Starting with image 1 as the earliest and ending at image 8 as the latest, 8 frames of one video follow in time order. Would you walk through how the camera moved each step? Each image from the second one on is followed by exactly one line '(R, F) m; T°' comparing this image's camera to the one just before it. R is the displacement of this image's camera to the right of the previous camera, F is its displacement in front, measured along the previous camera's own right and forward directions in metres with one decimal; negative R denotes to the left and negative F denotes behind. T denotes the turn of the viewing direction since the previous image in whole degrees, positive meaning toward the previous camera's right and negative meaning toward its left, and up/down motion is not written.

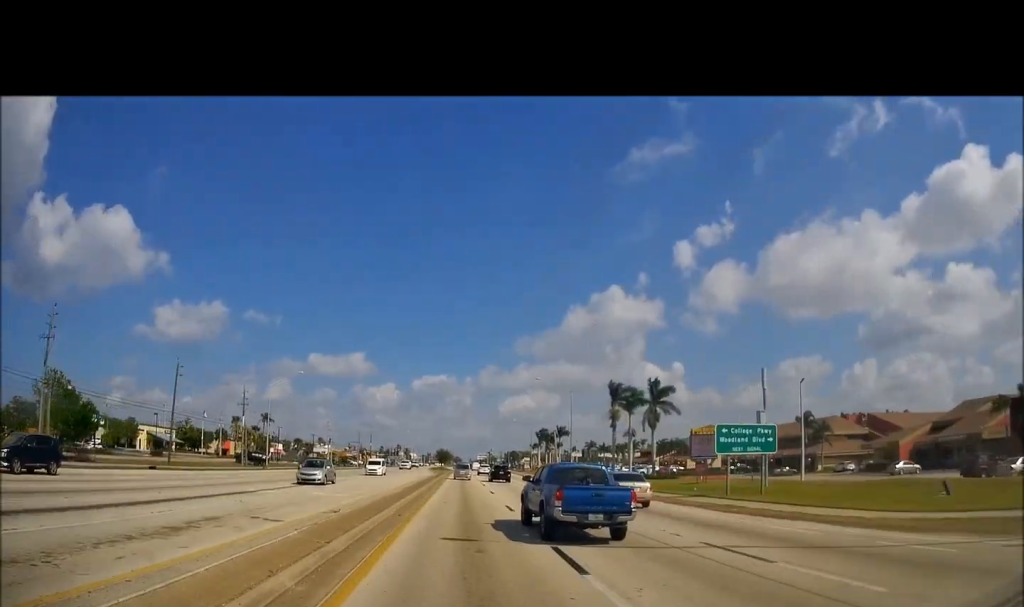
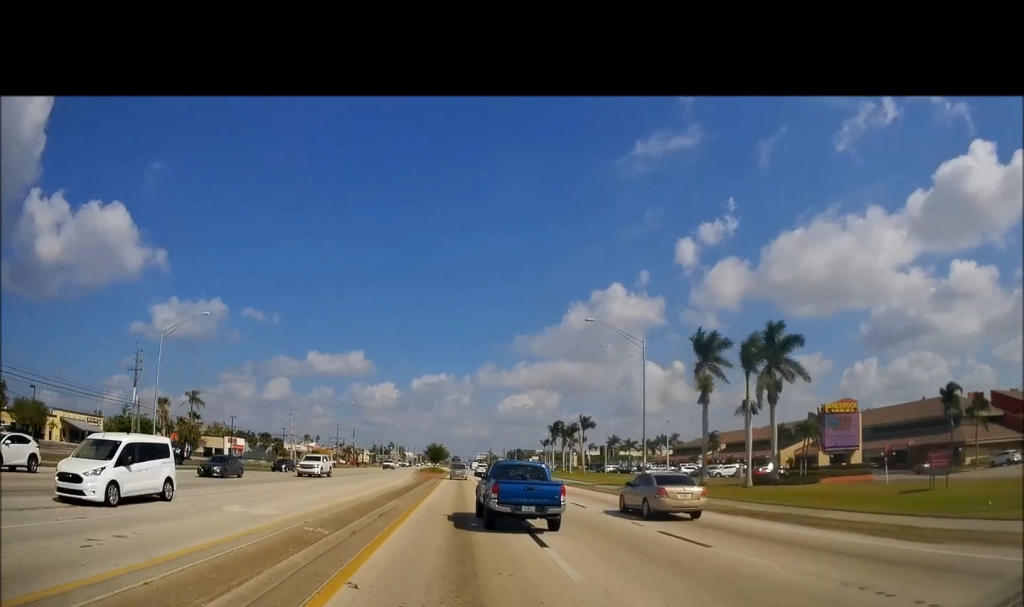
(+0.2, +32.7) m; 0°
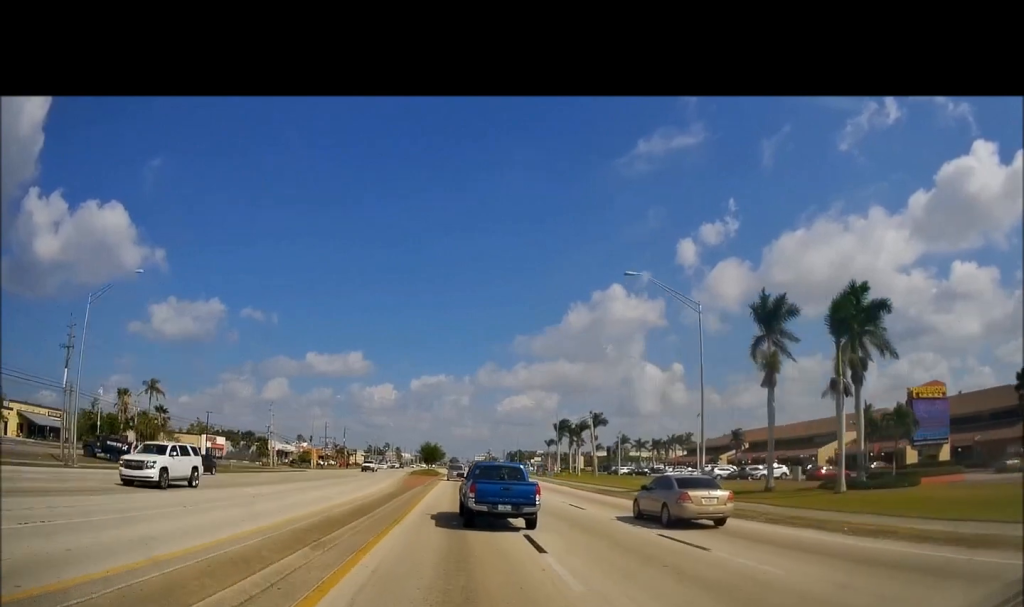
(-0.3, +12.3) m; 0°
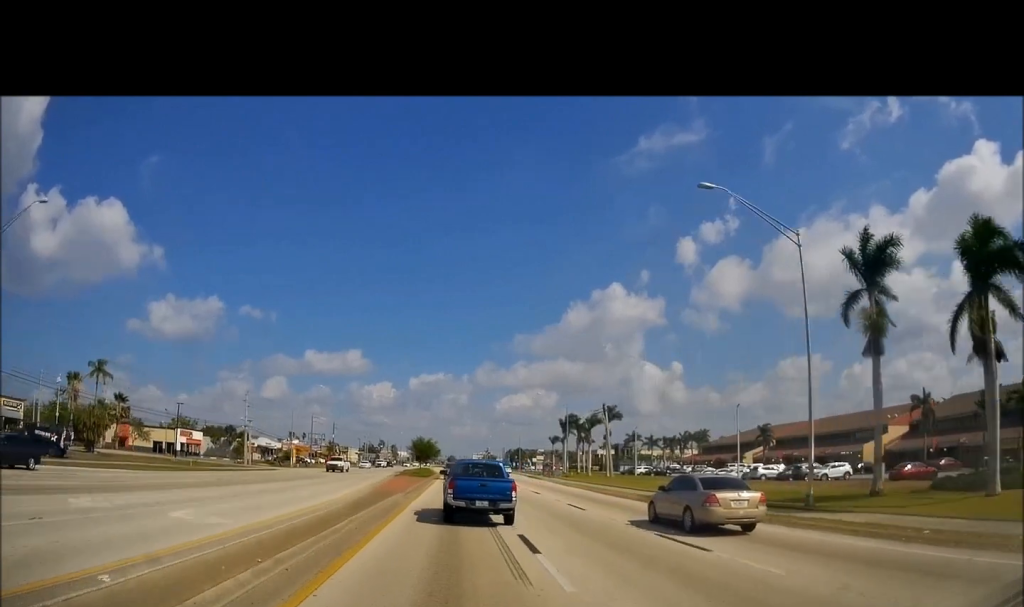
(+0.2, +12.2) m; +1°
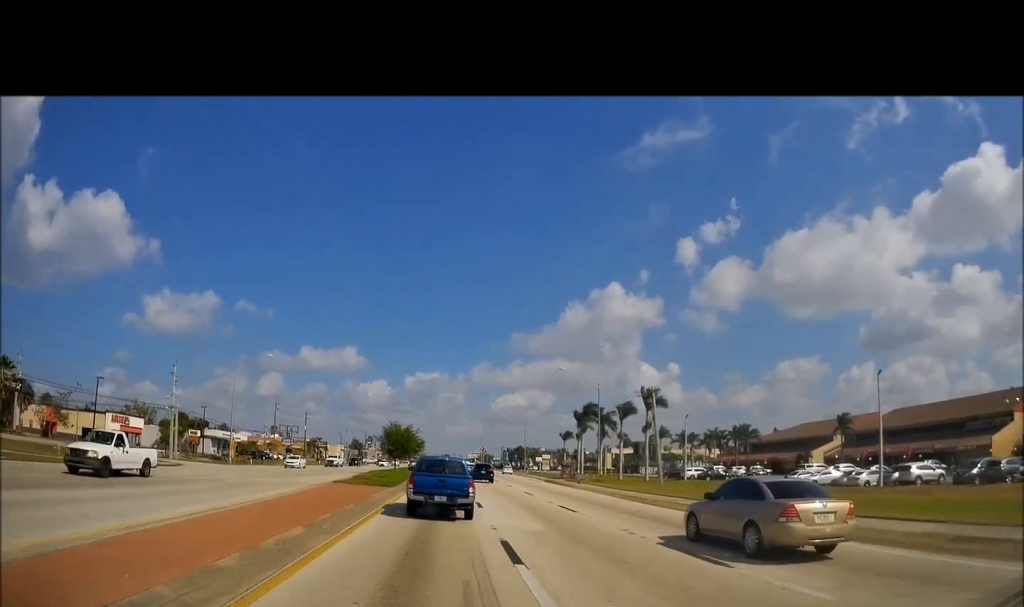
(+0.3, +25.1) m; +1°
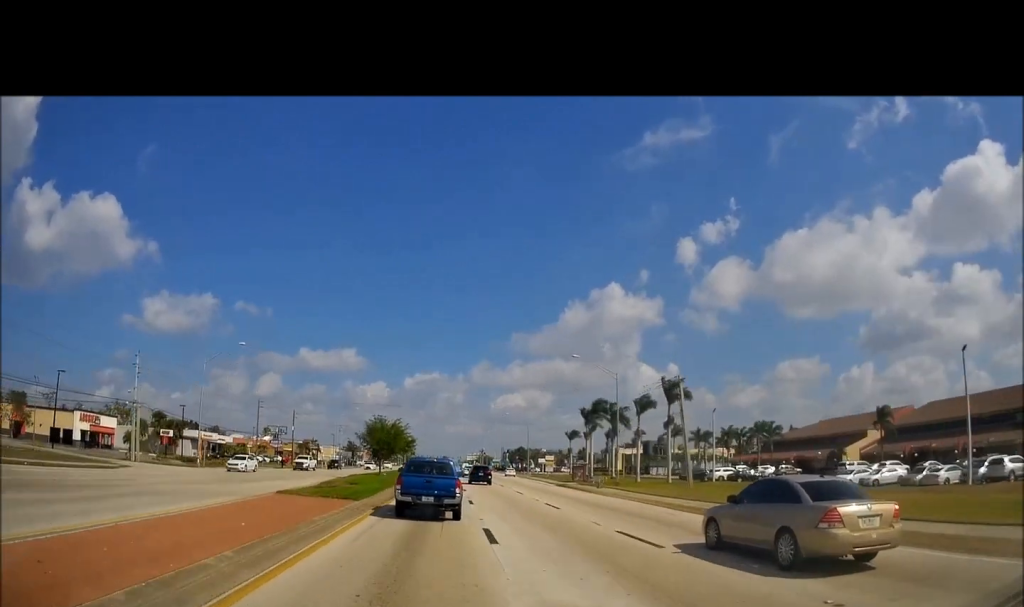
(0.0, +9.3) m; 0°
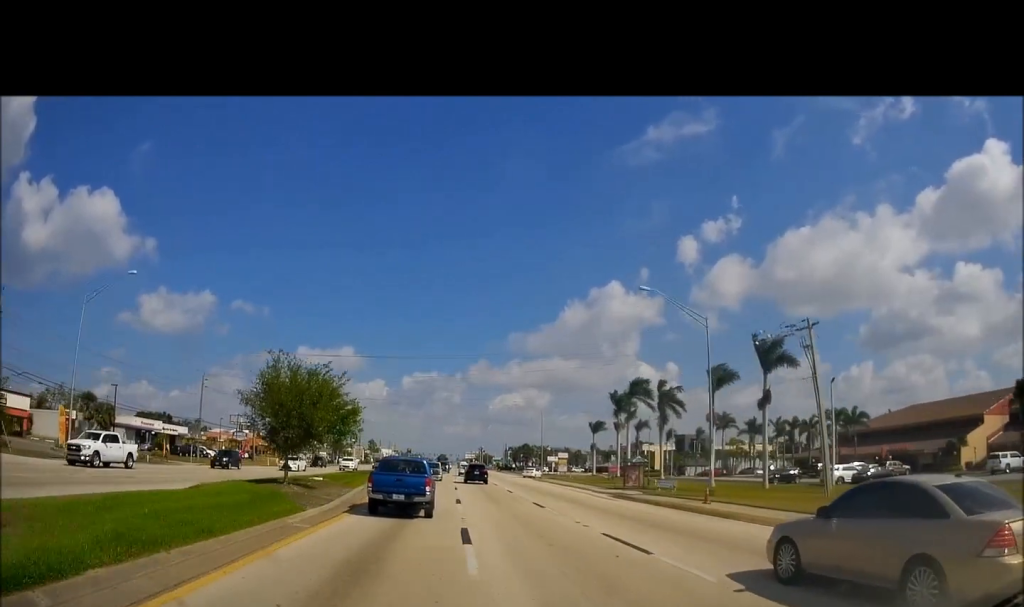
(0.0, +24.5) m; 0°
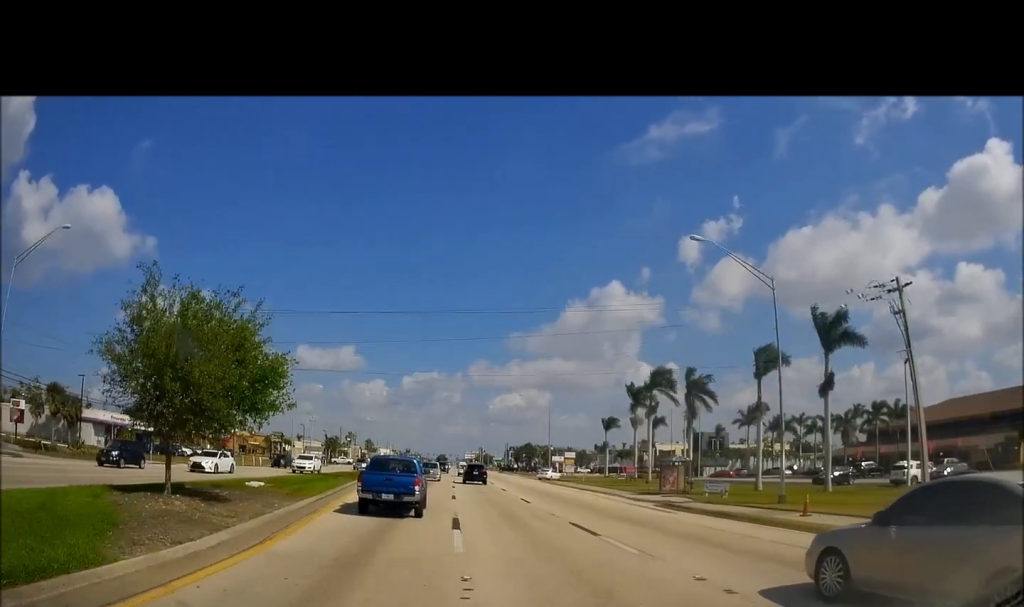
(0.0, +9.4) m; +1°
